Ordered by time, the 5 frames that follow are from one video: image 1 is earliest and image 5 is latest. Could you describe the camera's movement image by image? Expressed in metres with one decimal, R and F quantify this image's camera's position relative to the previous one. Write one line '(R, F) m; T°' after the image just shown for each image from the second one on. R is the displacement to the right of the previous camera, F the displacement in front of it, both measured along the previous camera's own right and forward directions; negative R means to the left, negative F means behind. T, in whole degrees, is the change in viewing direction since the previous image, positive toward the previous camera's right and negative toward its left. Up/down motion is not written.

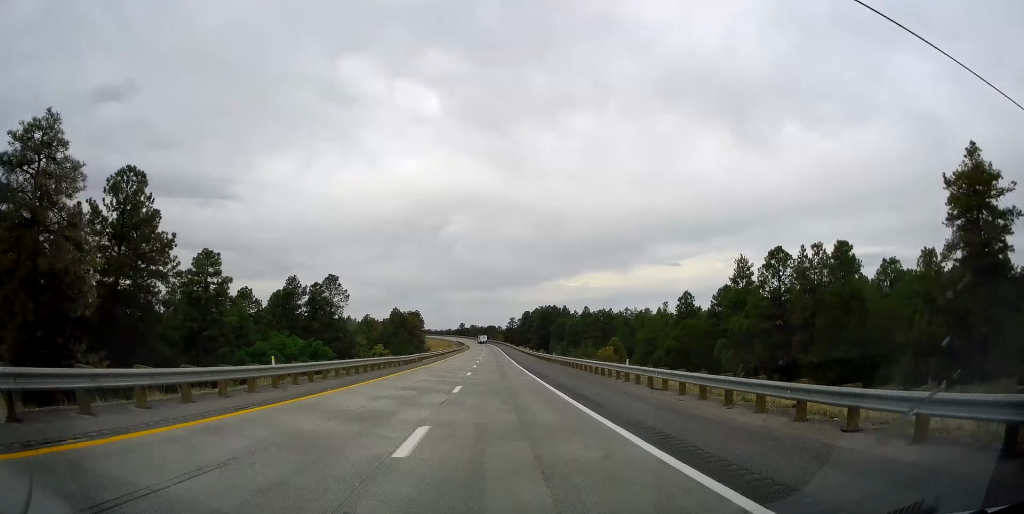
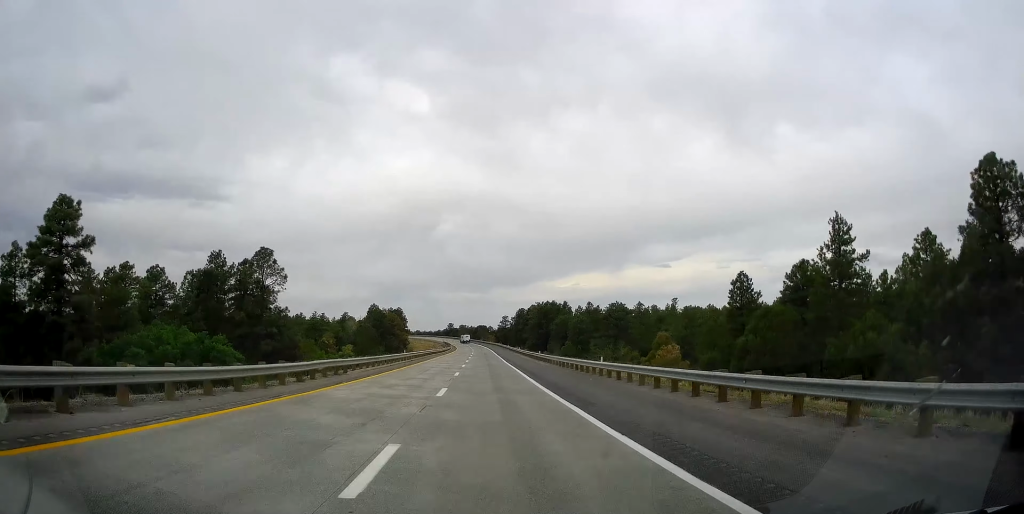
(+0.4, +27.0) m; 0°
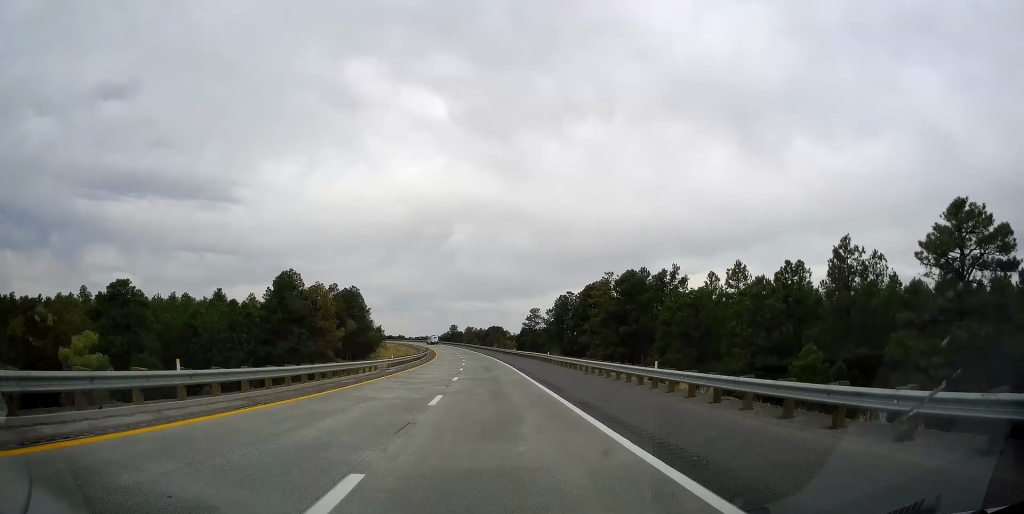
(-0.8, +100.5) m; +2°
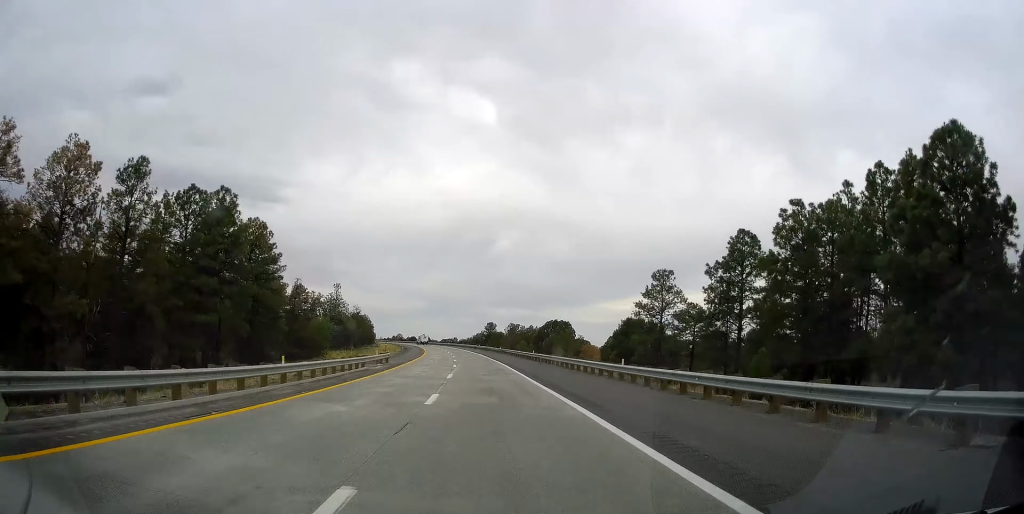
(-3.0, +84.8) m; -1°
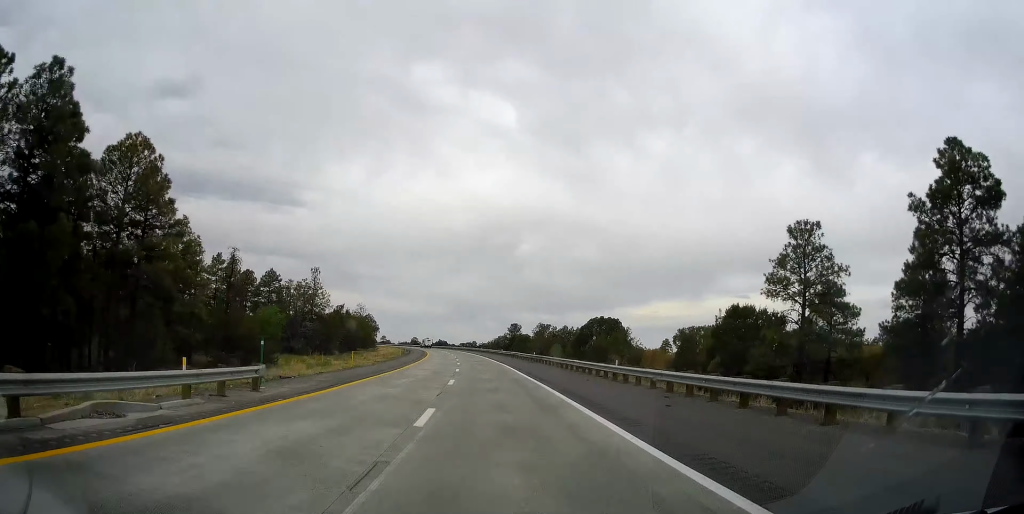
(+0.3, +28.0) m; -1°
